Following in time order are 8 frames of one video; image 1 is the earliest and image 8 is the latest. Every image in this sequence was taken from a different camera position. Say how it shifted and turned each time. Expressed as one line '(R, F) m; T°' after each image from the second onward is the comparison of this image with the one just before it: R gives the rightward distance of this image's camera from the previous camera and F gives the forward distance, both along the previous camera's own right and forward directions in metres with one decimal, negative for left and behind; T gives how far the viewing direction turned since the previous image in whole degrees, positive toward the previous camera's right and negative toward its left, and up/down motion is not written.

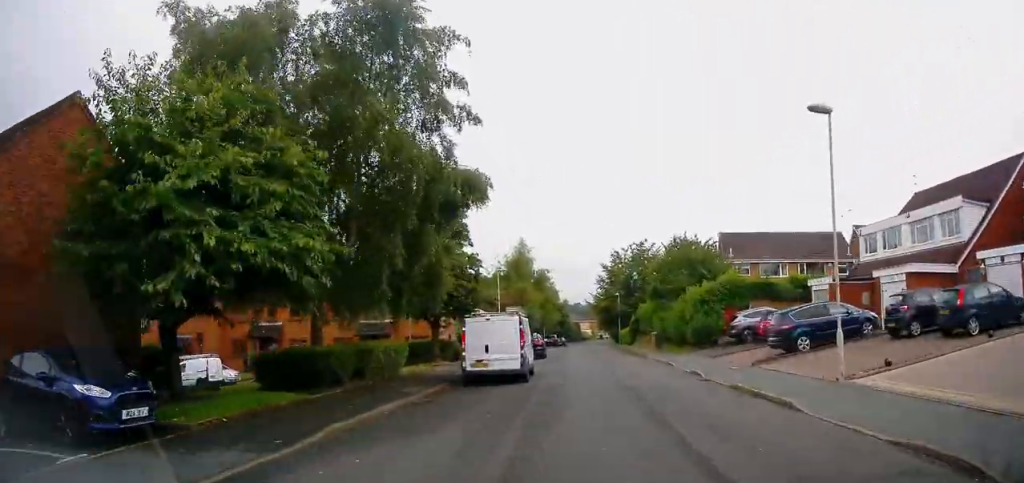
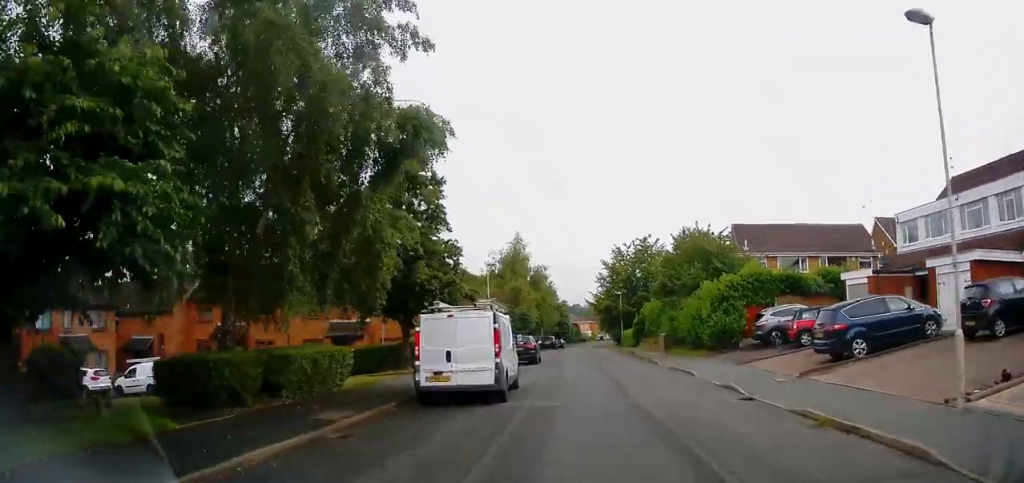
(0.0, +4.7) m; -1°
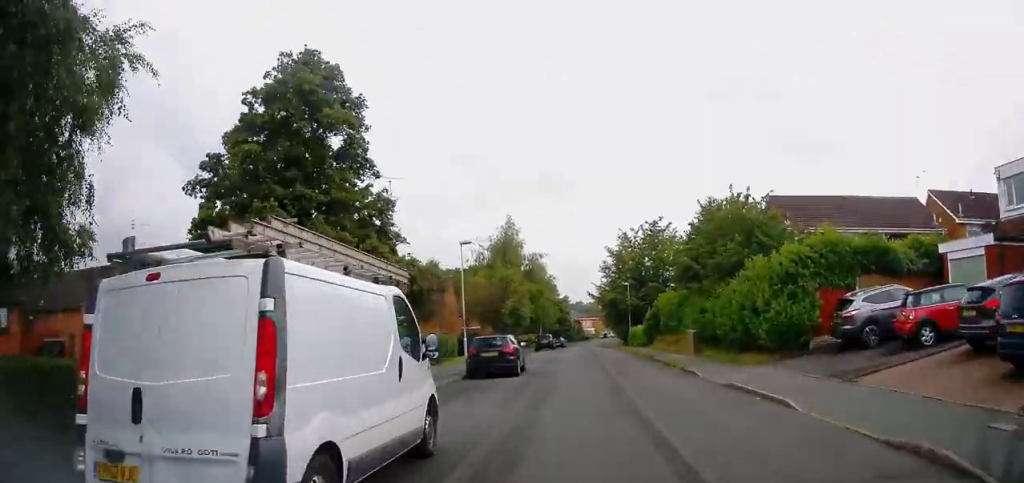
(-0.5, +8.8) m; 0°
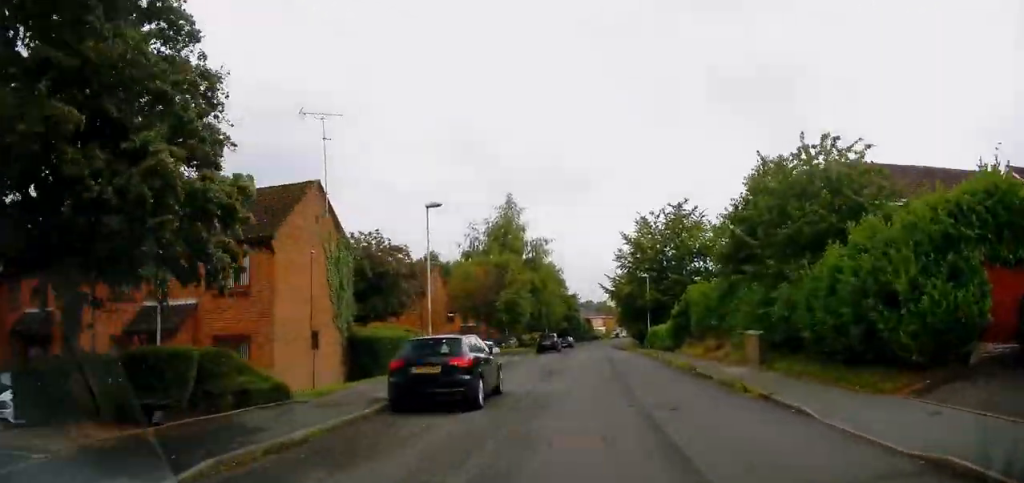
(+0.5, +8.6) m; +1°
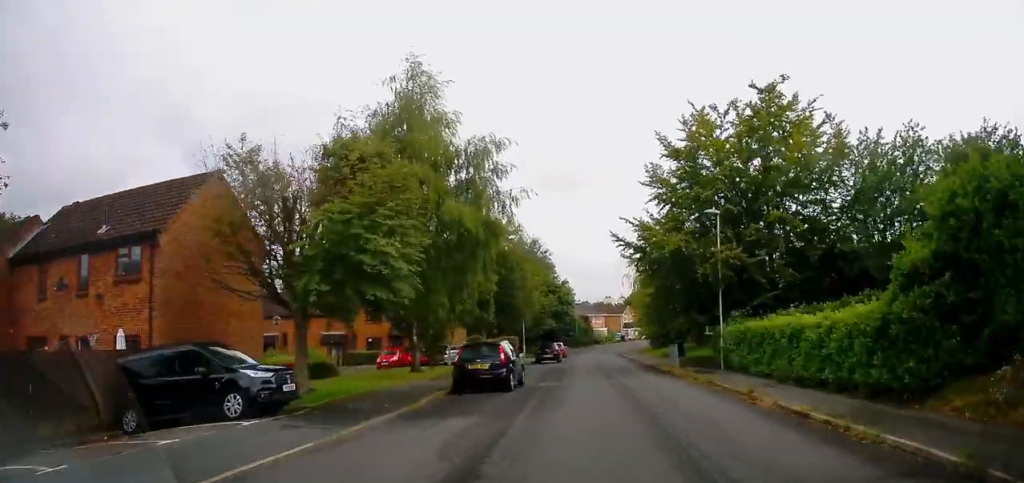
(0.0, +27.7) m; 0°
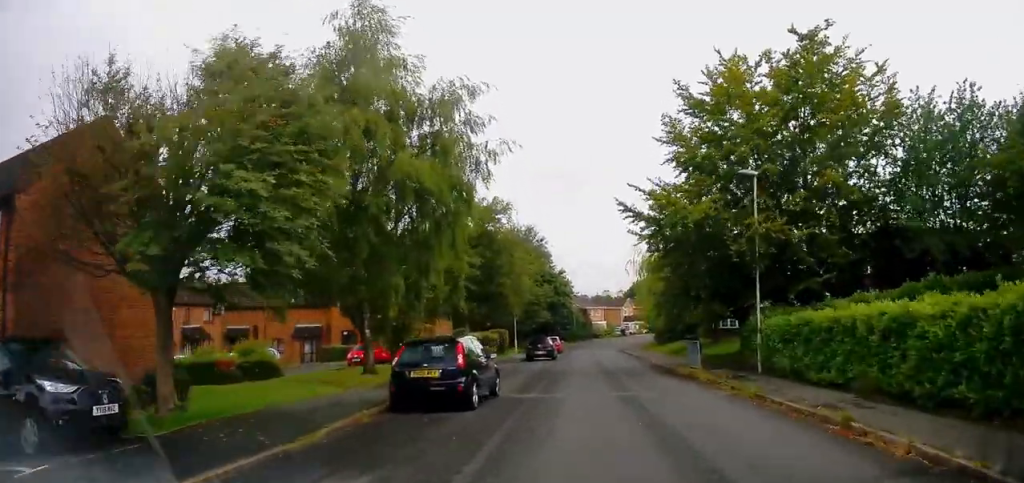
(-0.2, +5.5) m; 0°
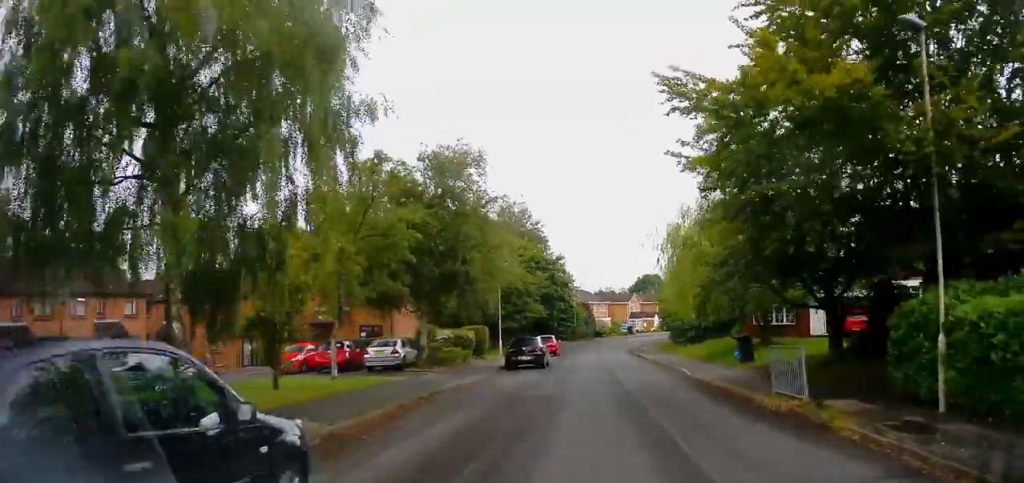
(+0.1, +9.7) m; 0°
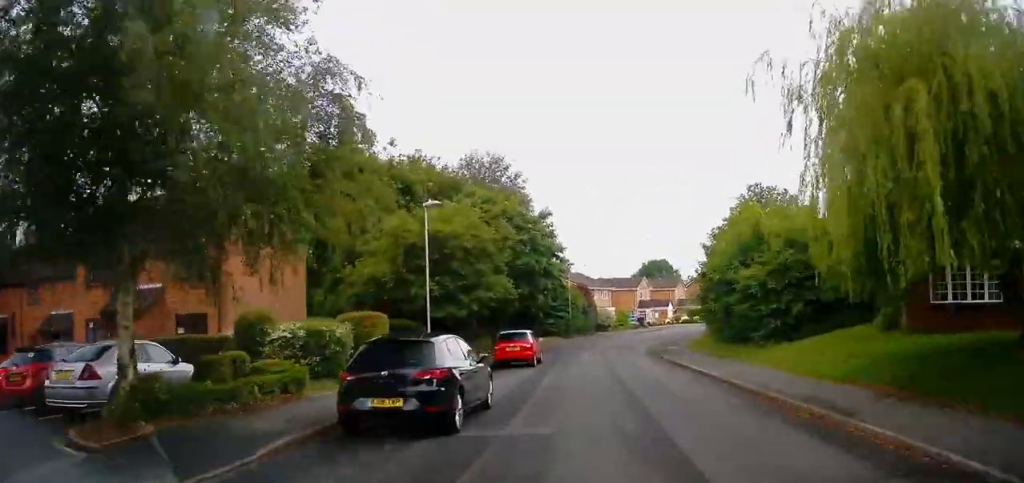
(-0.2, +18.4) m; +2°
